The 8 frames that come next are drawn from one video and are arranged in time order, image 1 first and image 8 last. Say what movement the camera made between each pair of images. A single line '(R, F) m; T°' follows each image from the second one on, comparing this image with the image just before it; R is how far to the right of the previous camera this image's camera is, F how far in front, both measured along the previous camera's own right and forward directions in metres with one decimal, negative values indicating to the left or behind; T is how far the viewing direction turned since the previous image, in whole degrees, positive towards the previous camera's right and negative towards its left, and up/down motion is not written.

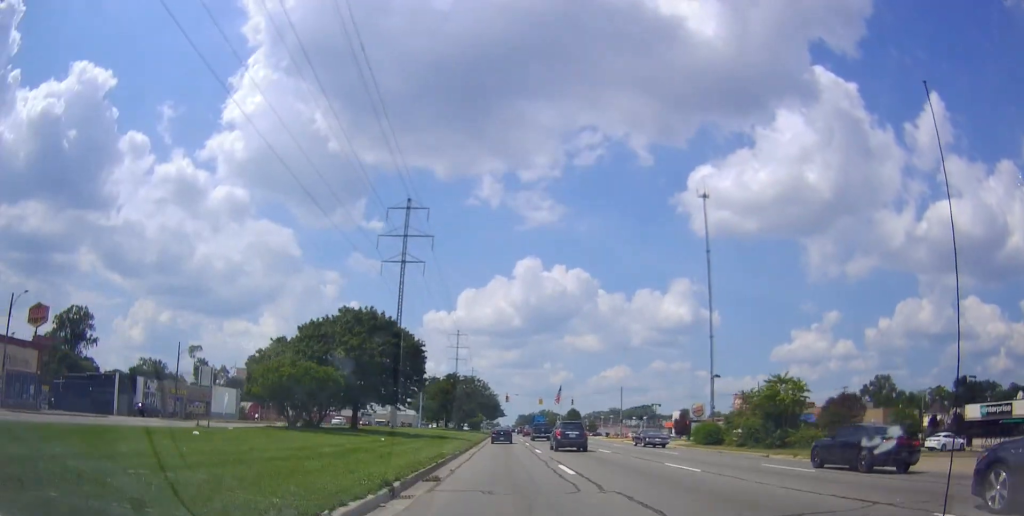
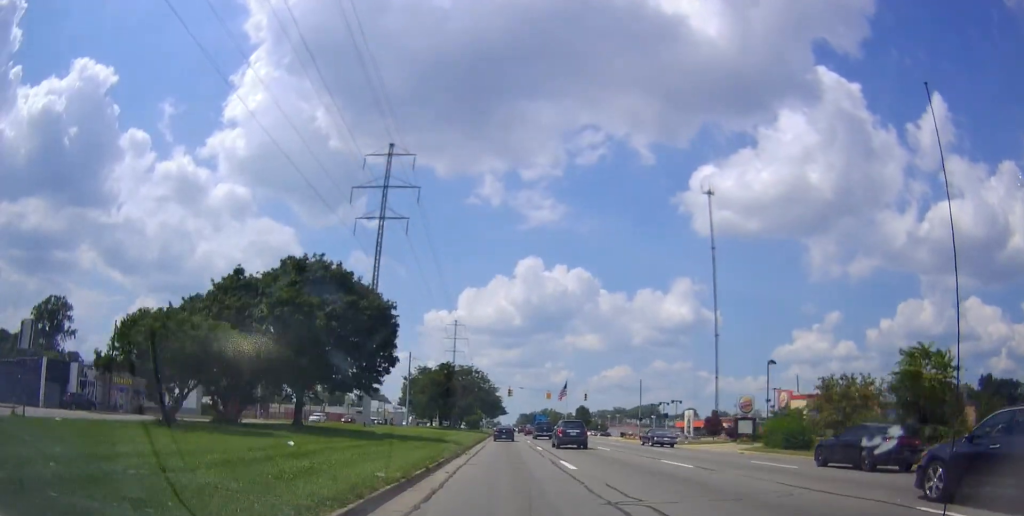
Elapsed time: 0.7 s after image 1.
(0.0, +13.7) m; 0°
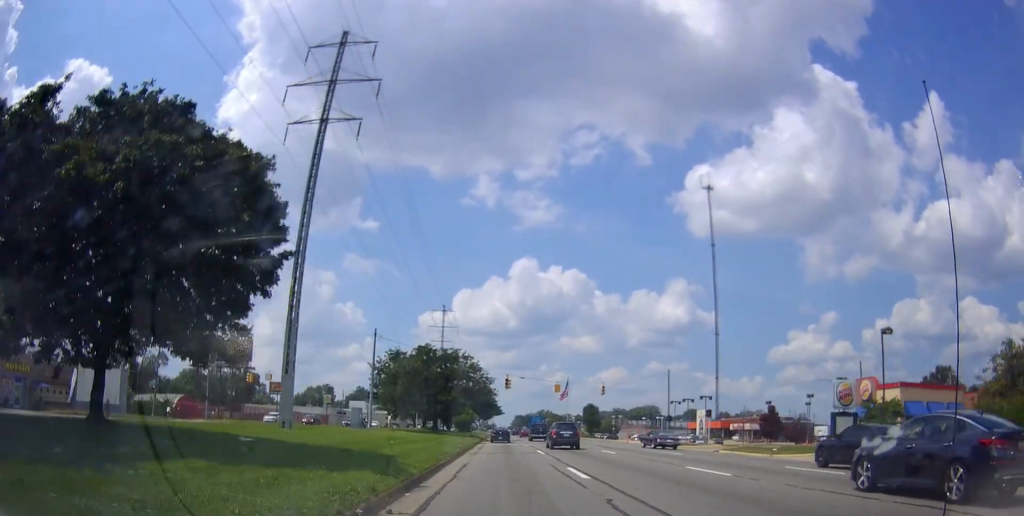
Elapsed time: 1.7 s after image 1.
(-0.2, +18.3) m; +1°
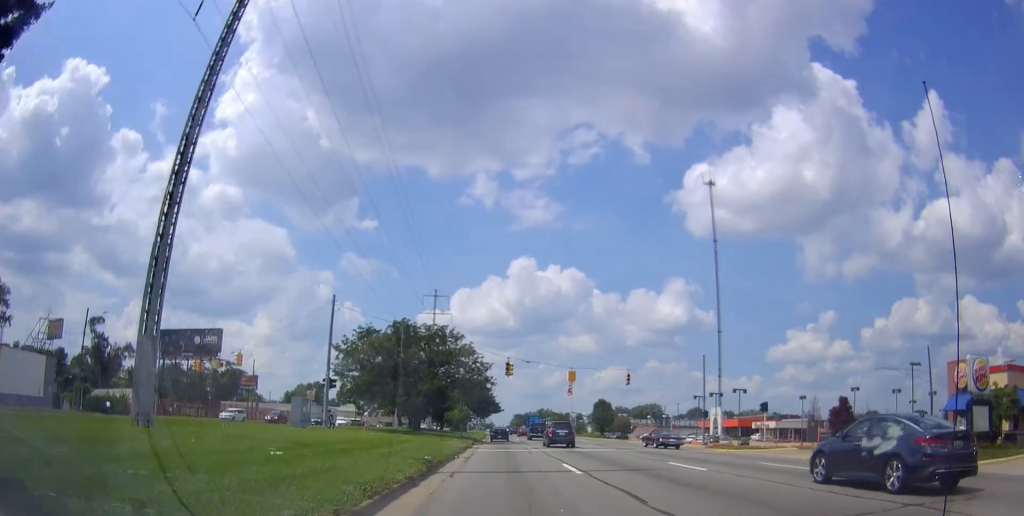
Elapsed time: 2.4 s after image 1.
(+0.3, +13.9) m; +1°
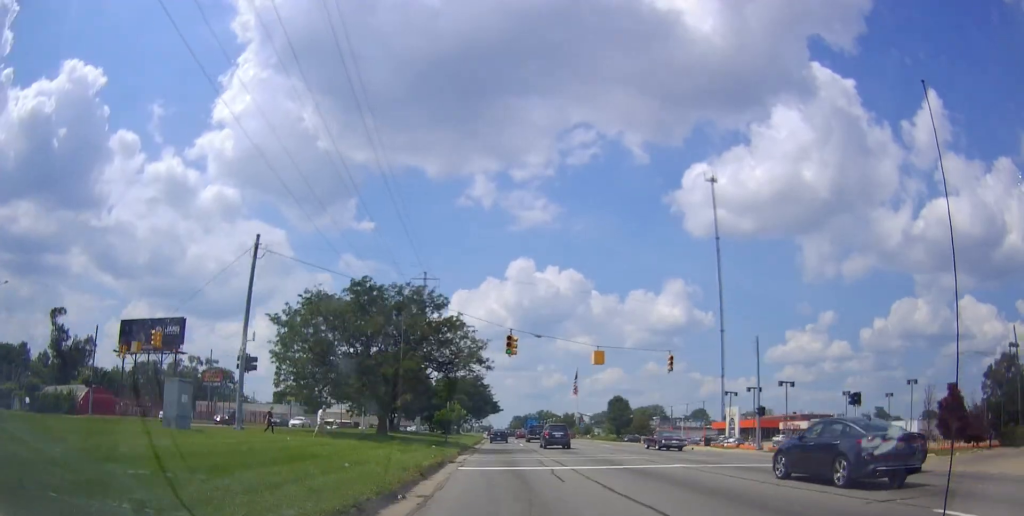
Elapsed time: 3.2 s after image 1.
(0.0, +14.2) m; -1°
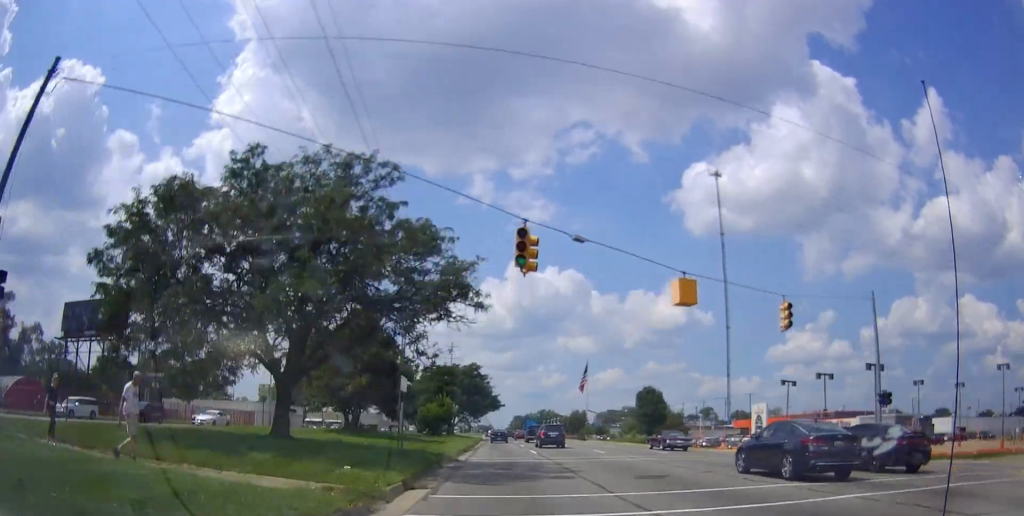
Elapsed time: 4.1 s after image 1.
(-0.4, +17.5) m; -1°
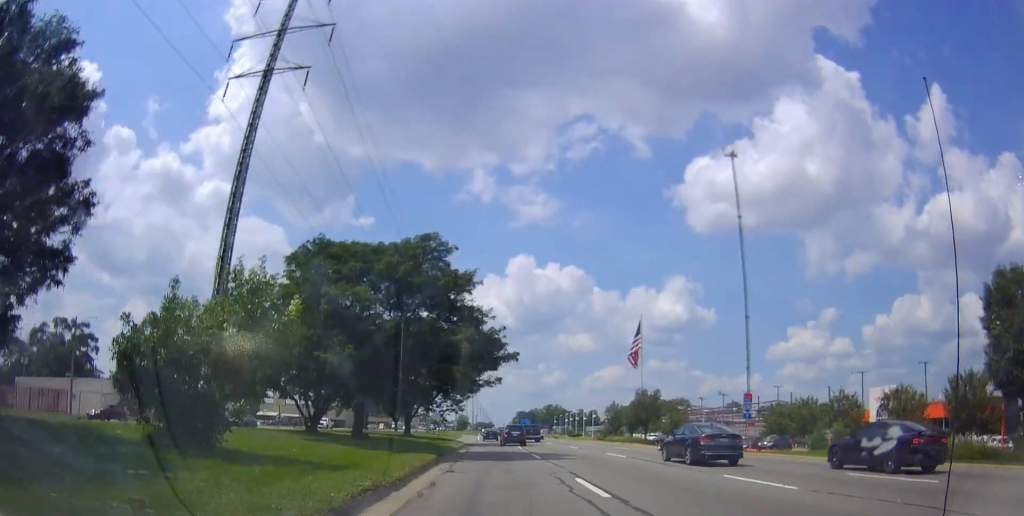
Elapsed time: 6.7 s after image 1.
(+0.1, +52.1) m; 0°
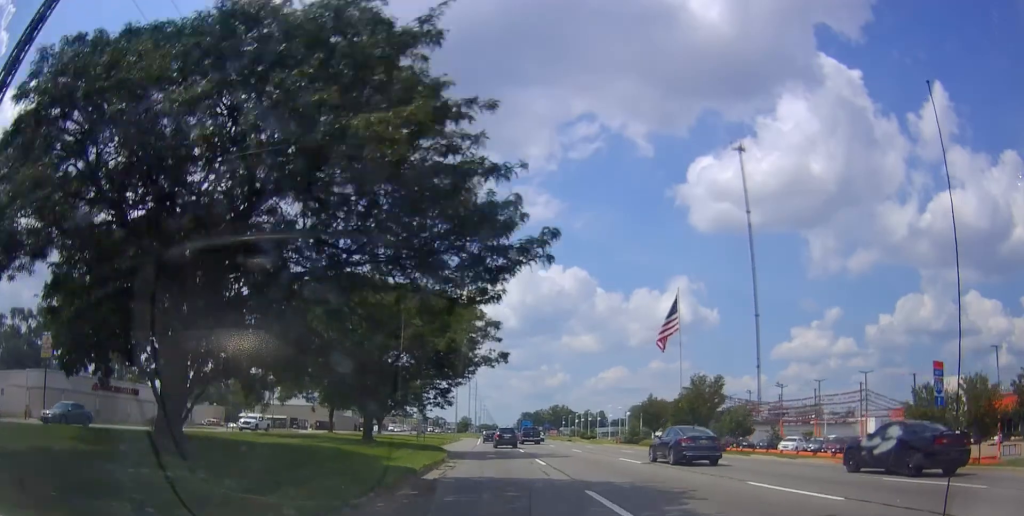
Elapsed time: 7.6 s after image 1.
(-0.1, +17.1) m; 0°
